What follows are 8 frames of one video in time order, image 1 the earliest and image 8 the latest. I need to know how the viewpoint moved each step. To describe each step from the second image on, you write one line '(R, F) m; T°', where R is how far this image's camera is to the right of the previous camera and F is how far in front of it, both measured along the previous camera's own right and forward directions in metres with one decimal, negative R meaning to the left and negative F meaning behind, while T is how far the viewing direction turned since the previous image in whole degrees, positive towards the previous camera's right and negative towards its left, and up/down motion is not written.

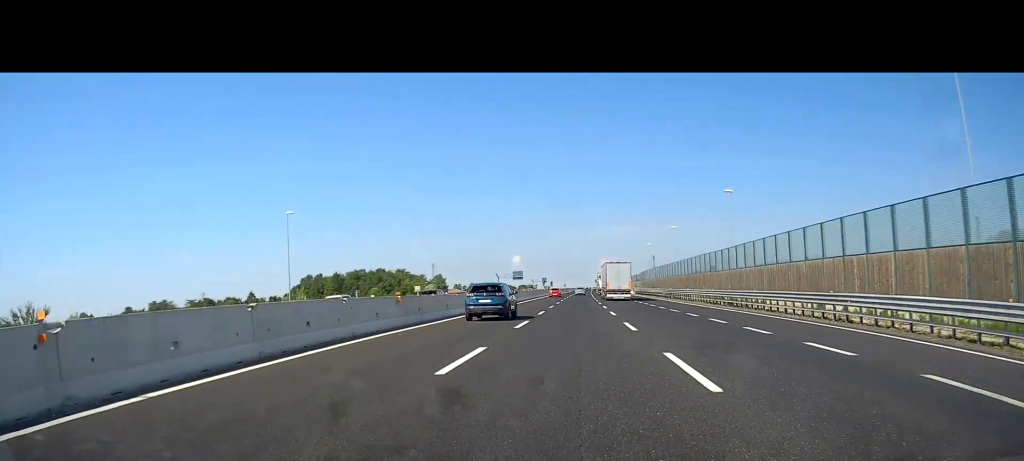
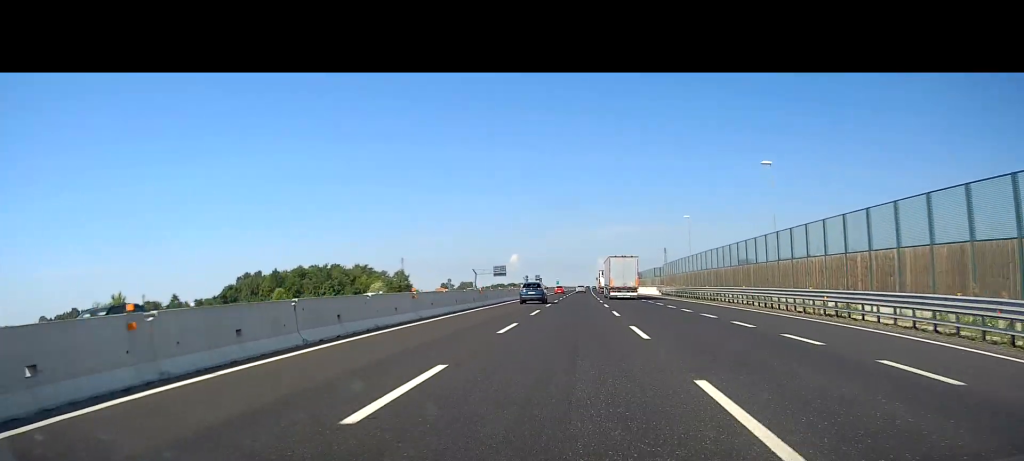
(-0.1, +51.5) m; -1°
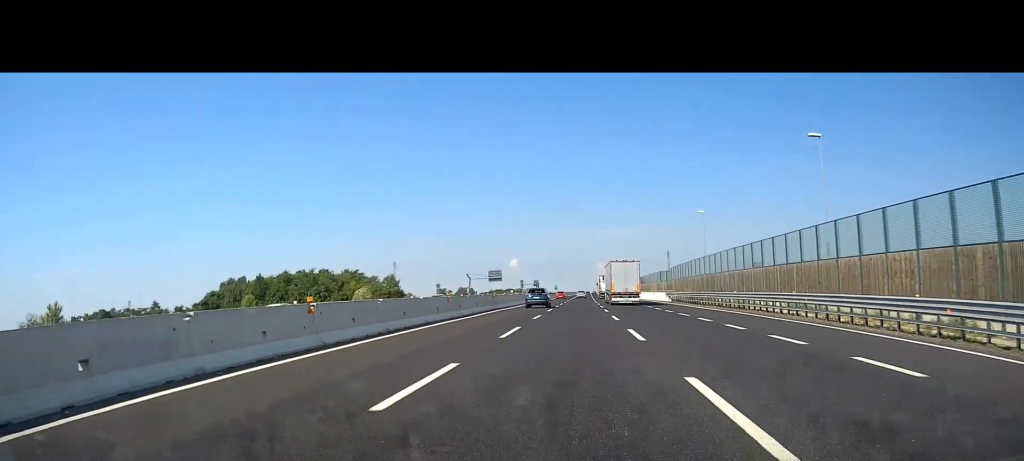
(0.0, +10.9) m; 0°
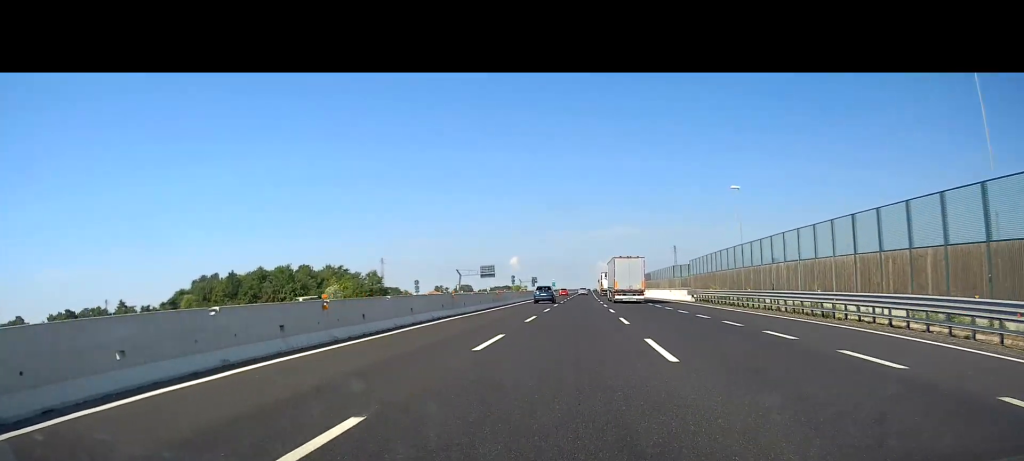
(-0.2, +17.2) m; 0°
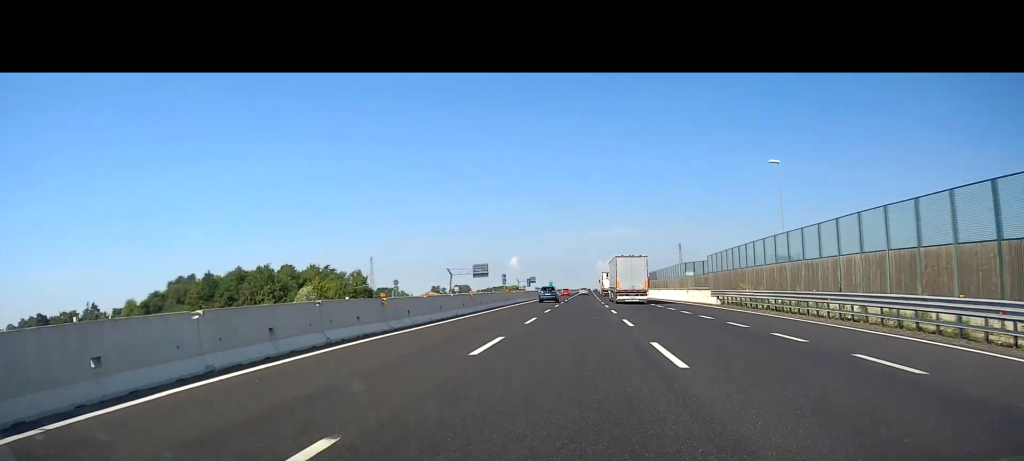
(0.0, +12.7) m; 0°
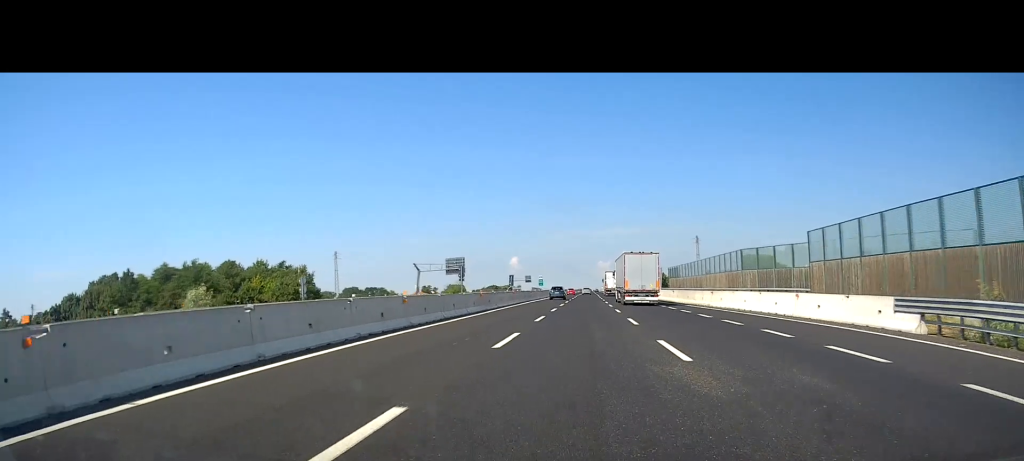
(+0.1, +34.5) m; 0°
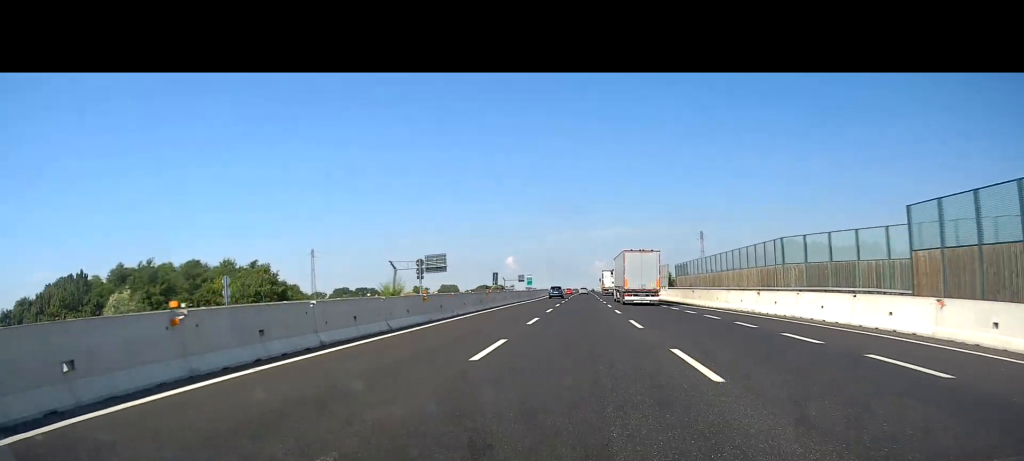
(-0.2, +14.5) m; 0°
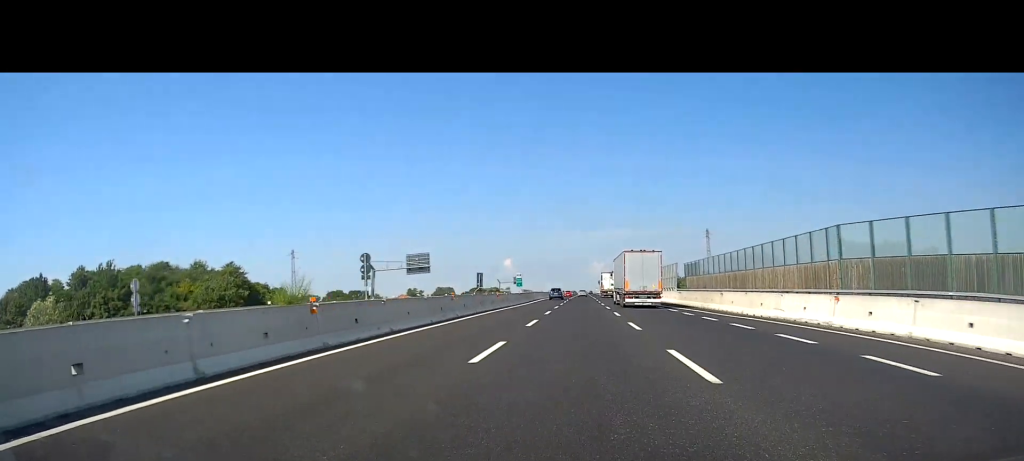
(+0.1, +11.8) m; 0°
